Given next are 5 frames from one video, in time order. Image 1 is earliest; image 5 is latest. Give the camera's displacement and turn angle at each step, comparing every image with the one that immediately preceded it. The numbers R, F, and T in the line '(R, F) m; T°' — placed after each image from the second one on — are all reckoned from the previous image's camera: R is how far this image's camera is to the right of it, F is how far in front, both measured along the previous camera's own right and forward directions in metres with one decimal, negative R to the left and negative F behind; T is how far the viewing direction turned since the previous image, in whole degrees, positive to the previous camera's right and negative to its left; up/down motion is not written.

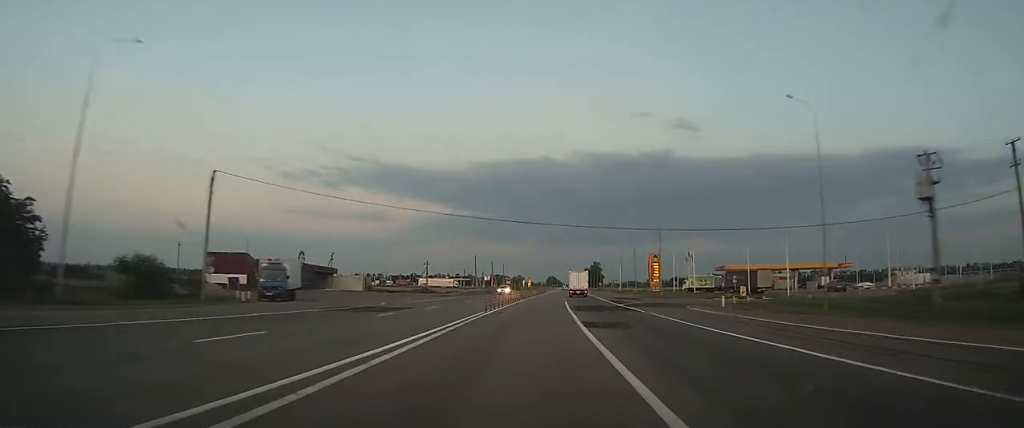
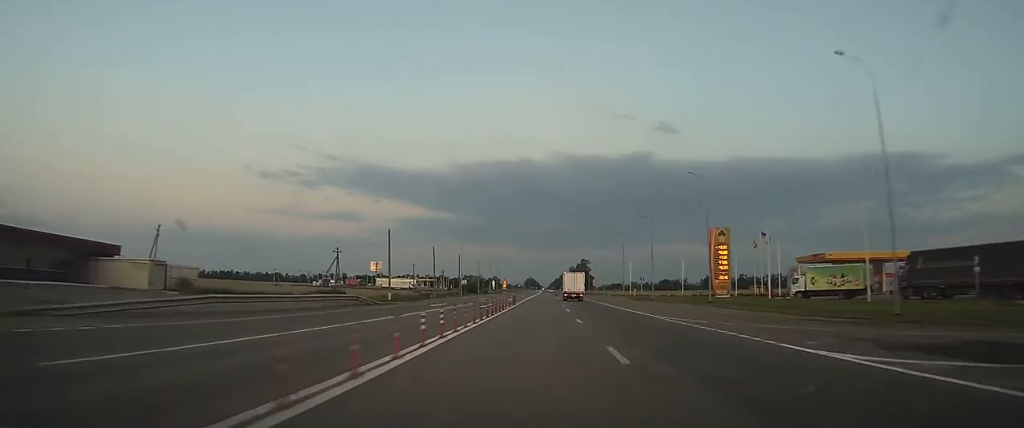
(+1.2, +60.8) m; +2°
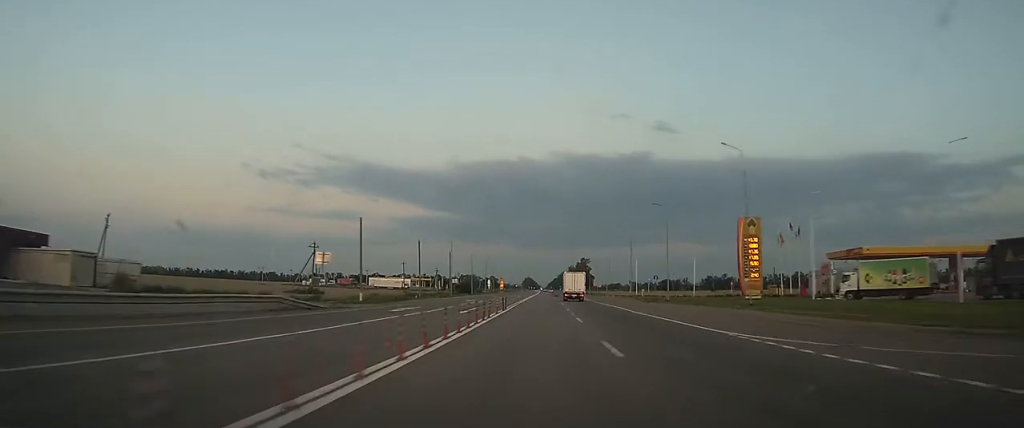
(0.0, +10.9) m; 0°
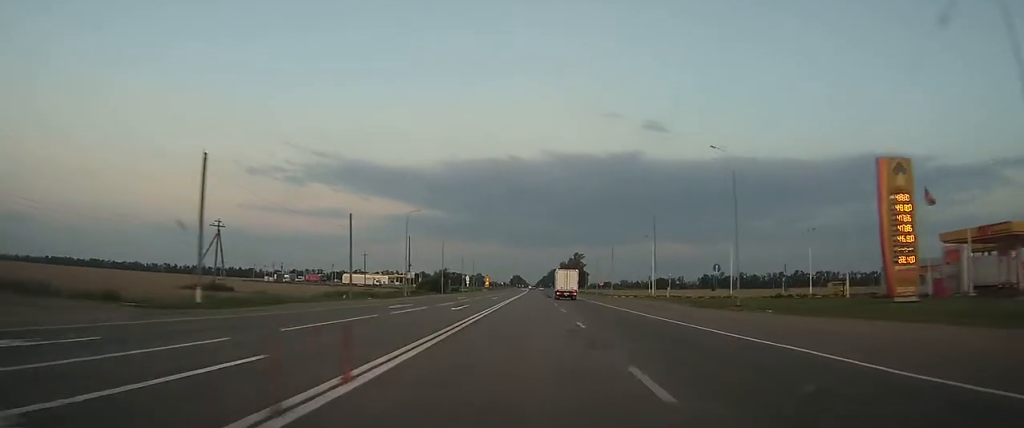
(+0.2, +28.6) m; +1°
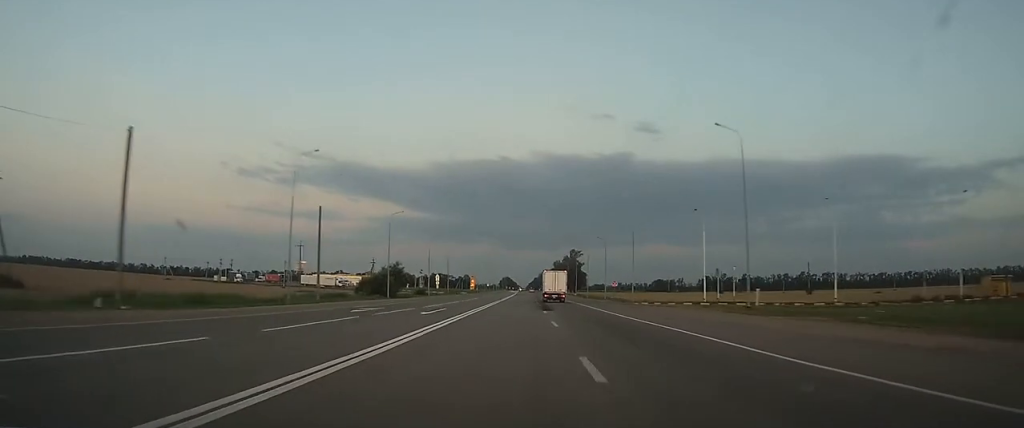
(+0.3, +34.7) m; +1°
